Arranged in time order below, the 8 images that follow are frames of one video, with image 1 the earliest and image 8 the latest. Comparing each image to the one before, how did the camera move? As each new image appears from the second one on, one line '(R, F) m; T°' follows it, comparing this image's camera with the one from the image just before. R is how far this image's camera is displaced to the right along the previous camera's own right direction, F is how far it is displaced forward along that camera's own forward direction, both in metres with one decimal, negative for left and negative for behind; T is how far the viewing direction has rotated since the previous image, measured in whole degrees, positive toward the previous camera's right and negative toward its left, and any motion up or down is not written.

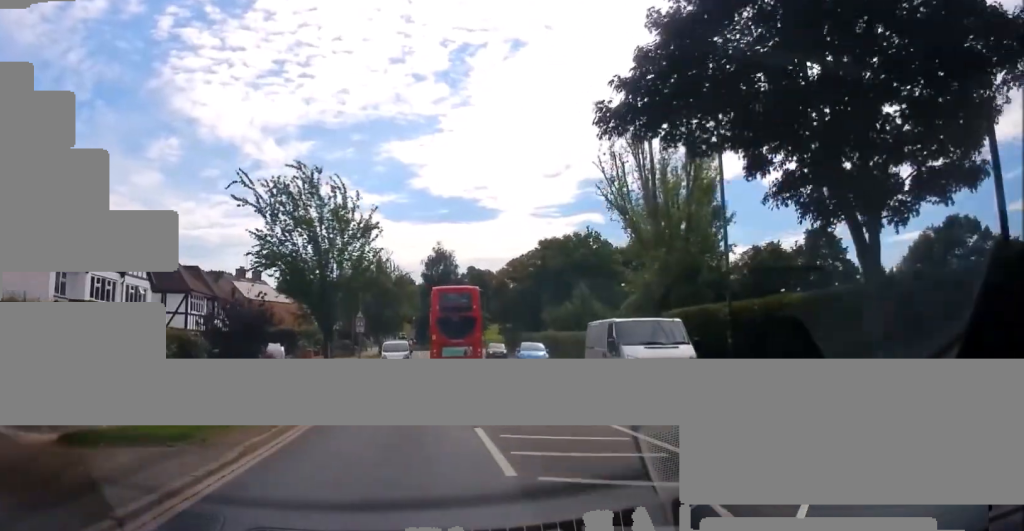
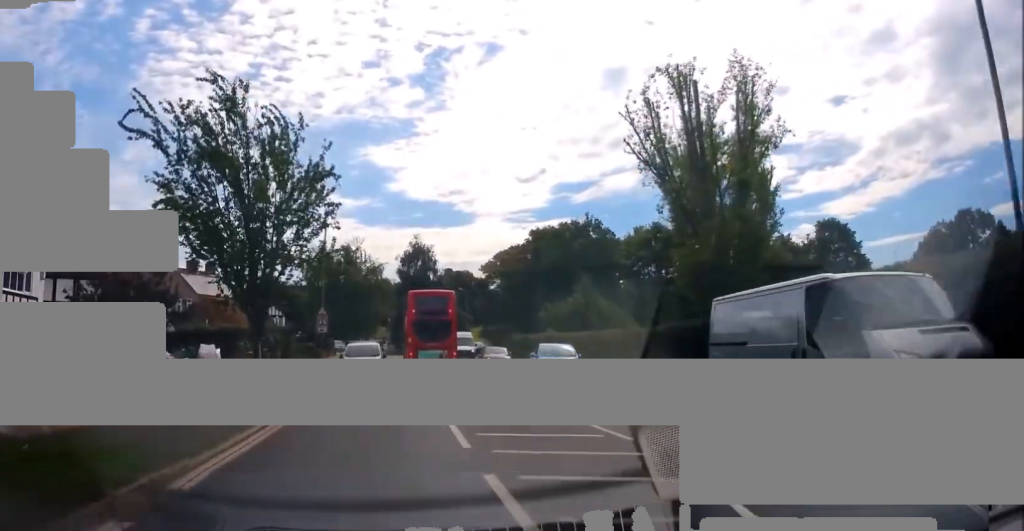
(+0.1, +11.9) m; +1°
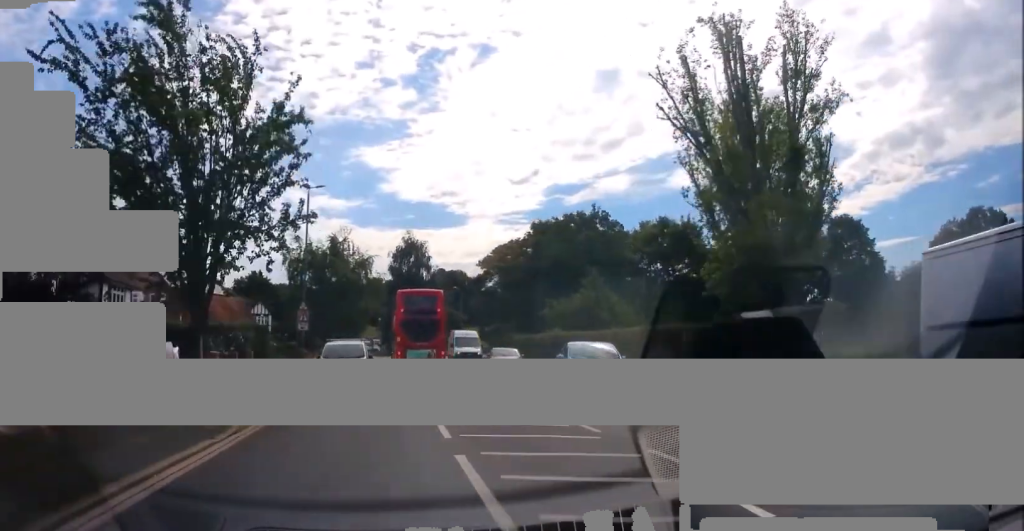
(+0.1, +5.9) m; +1°
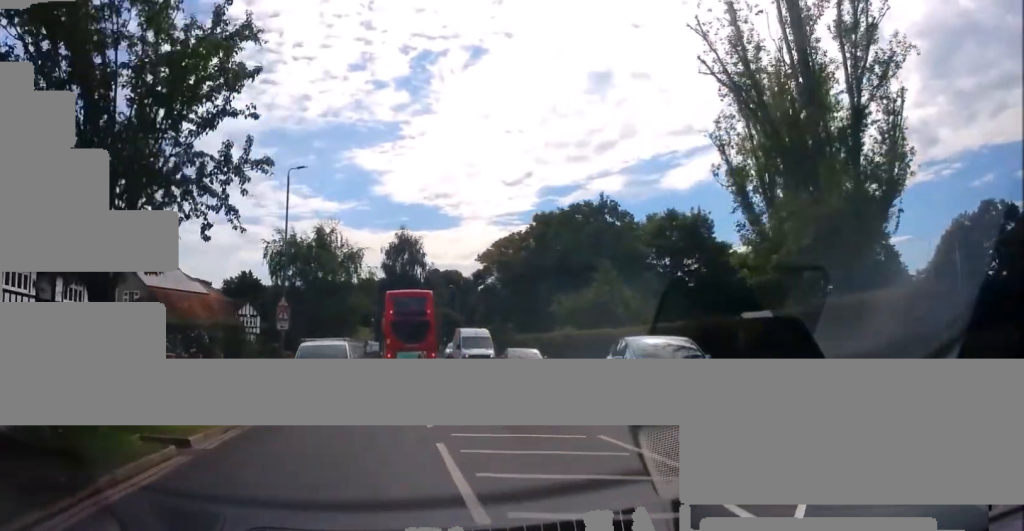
(0.0, +5.8) m; +1°
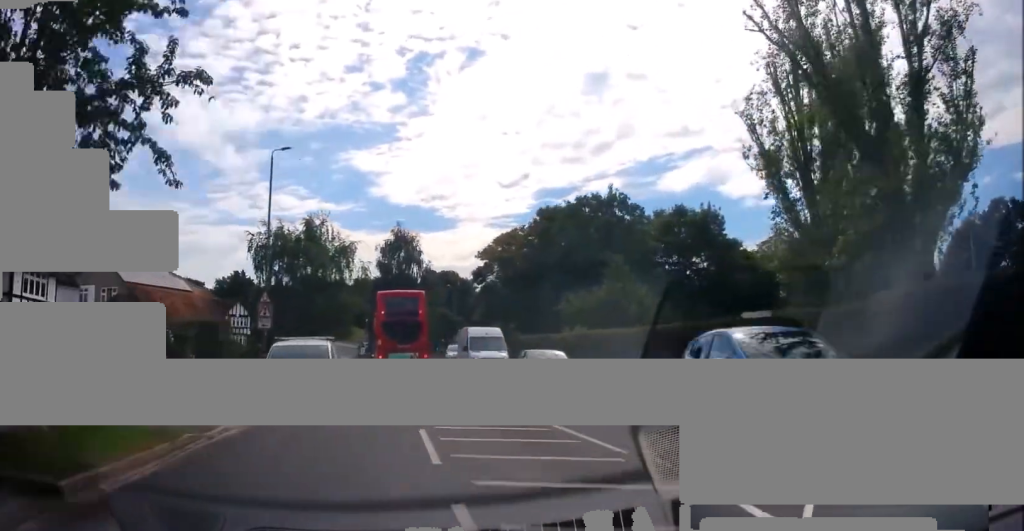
(0.0, +3.6) m; 0°
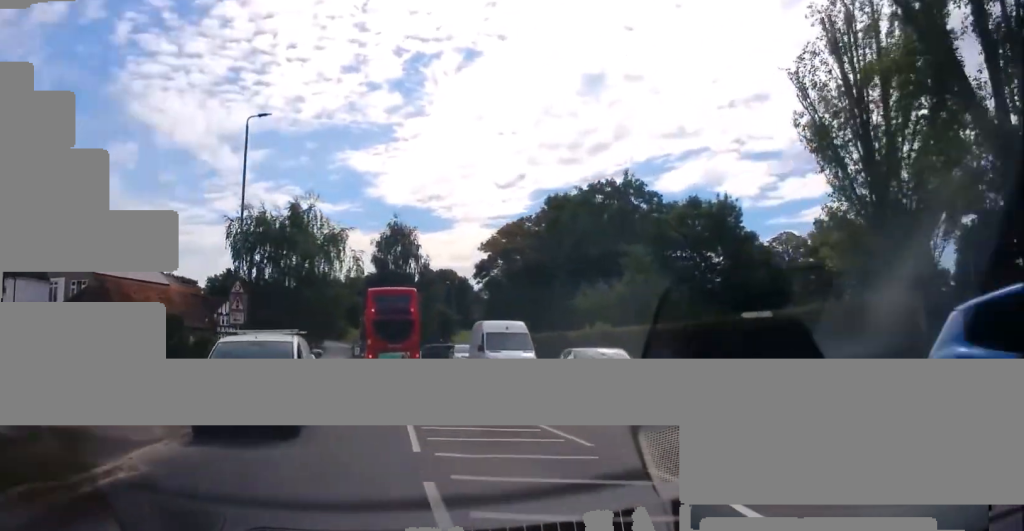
(0.0, +5.0) m; 0°
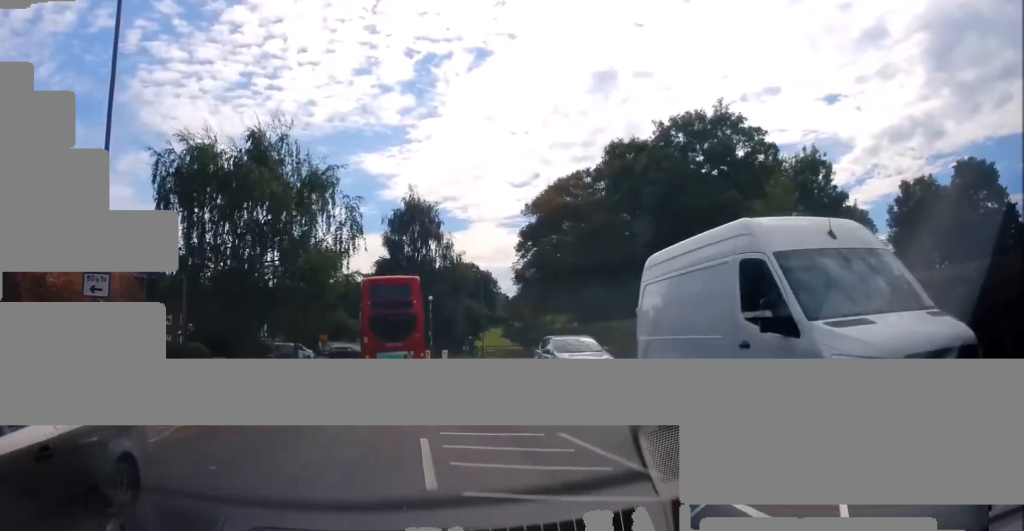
(0.0, +13.3) m; -1°
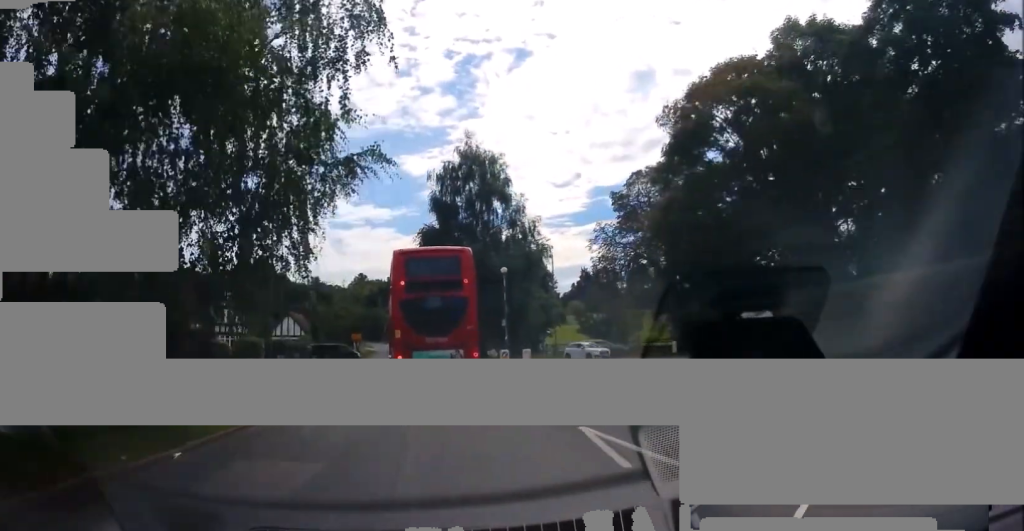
(-1.2, +17.2) m; -6°
